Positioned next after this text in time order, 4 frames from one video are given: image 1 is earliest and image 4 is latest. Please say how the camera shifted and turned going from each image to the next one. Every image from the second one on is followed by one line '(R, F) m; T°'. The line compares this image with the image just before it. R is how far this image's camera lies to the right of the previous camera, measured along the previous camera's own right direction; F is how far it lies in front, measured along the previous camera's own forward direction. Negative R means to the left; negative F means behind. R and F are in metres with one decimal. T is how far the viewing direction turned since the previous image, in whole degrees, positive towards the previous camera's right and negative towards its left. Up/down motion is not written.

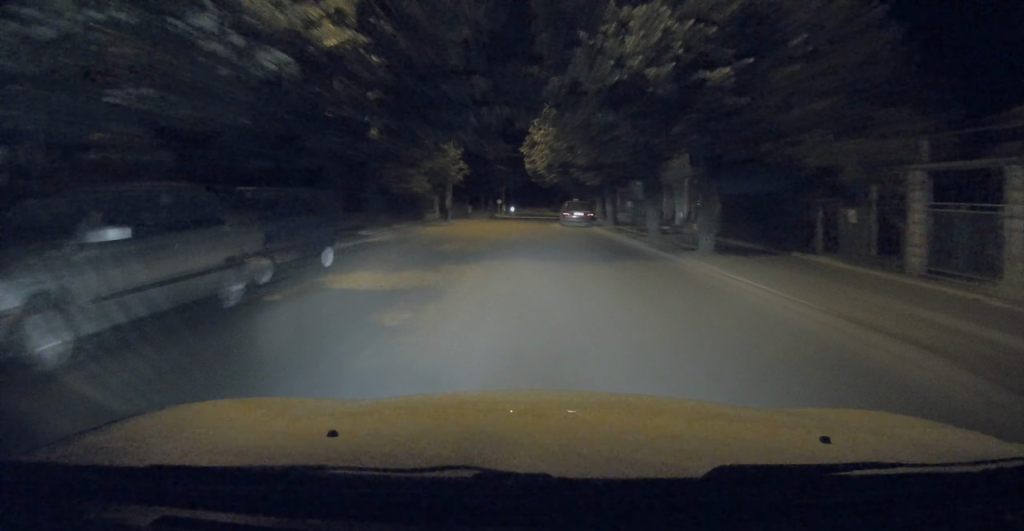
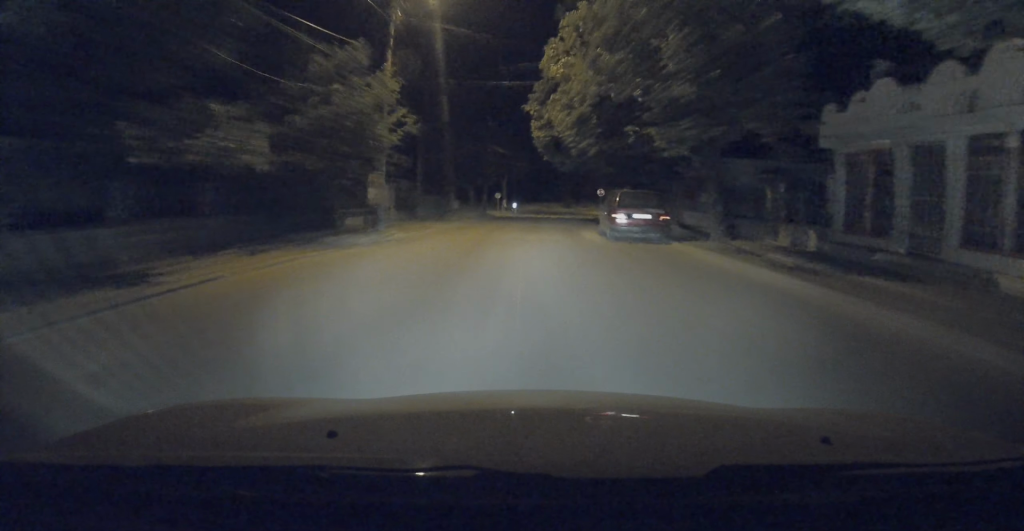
(-0.5, +19.2) m; -4°
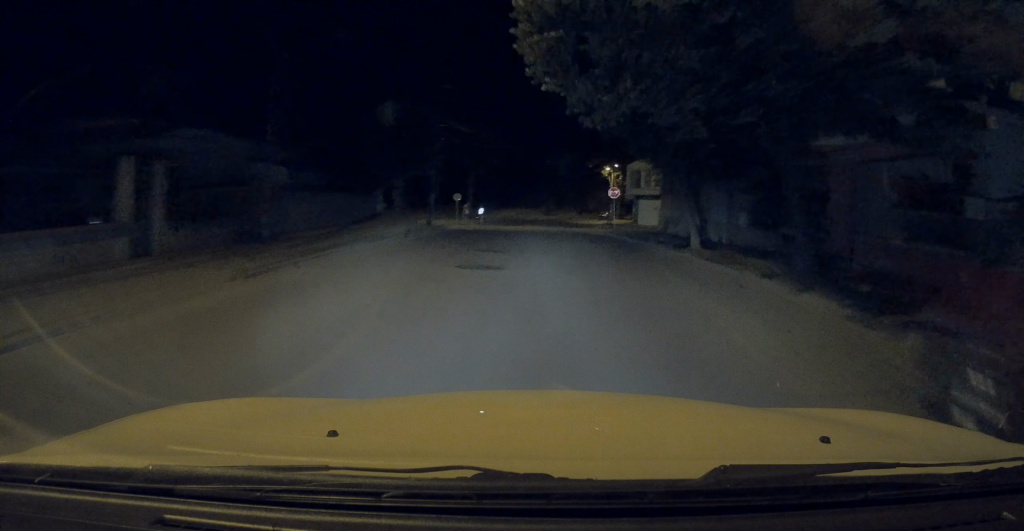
(0.0, +20.1) m; +2°
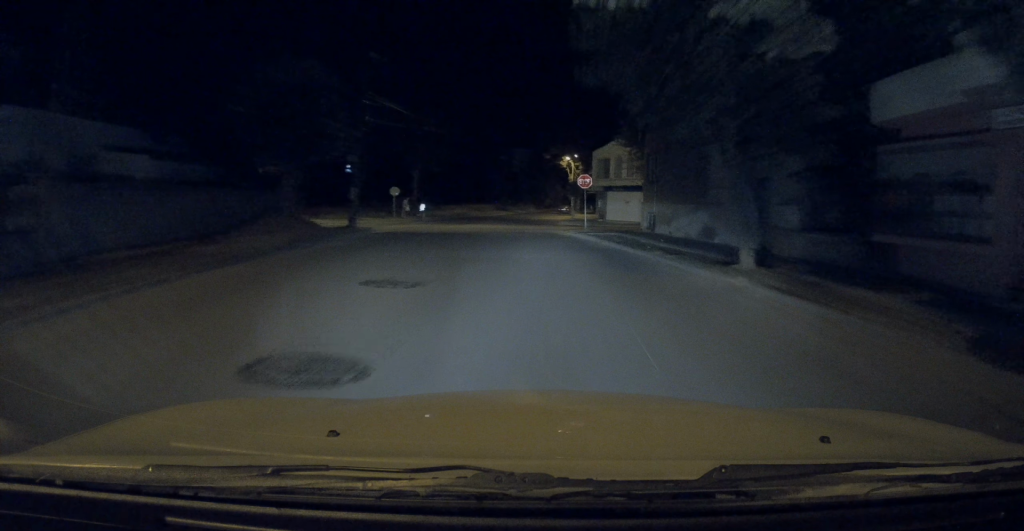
(0.0, +7.7) m; 0°
